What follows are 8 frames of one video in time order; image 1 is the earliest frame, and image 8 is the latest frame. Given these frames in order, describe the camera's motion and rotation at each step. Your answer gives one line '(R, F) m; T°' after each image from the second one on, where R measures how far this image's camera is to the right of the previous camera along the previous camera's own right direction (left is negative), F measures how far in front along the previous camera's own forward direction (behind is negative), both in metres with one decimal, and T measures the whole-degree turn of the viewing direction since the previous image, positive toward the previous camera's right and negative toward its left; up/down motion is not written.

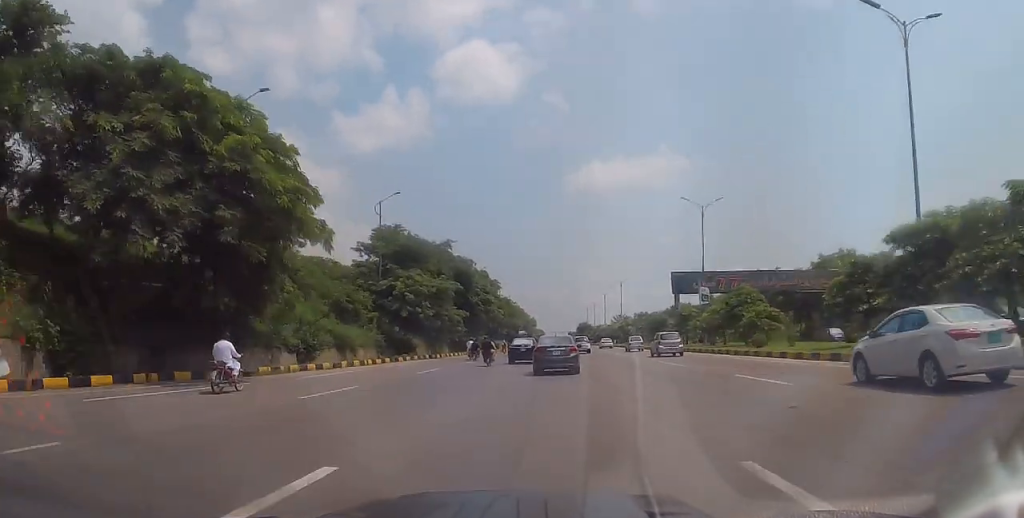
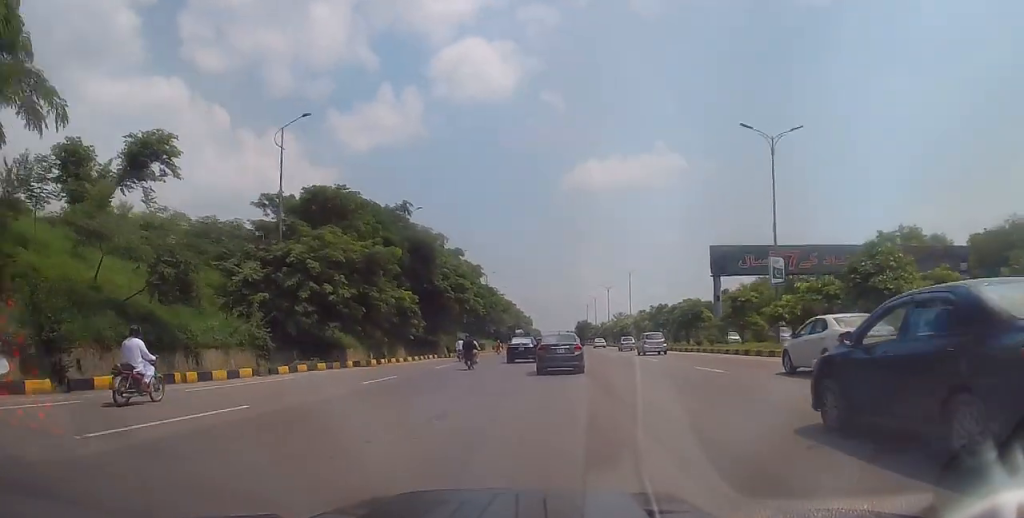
(-0.1, +19.6) m; +1°
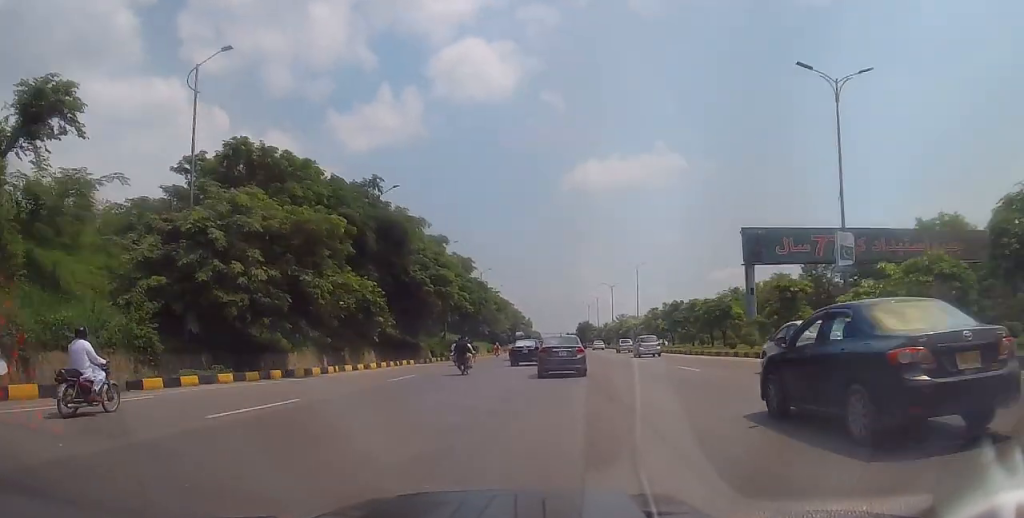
(+0.1, +9.2) m; +1°
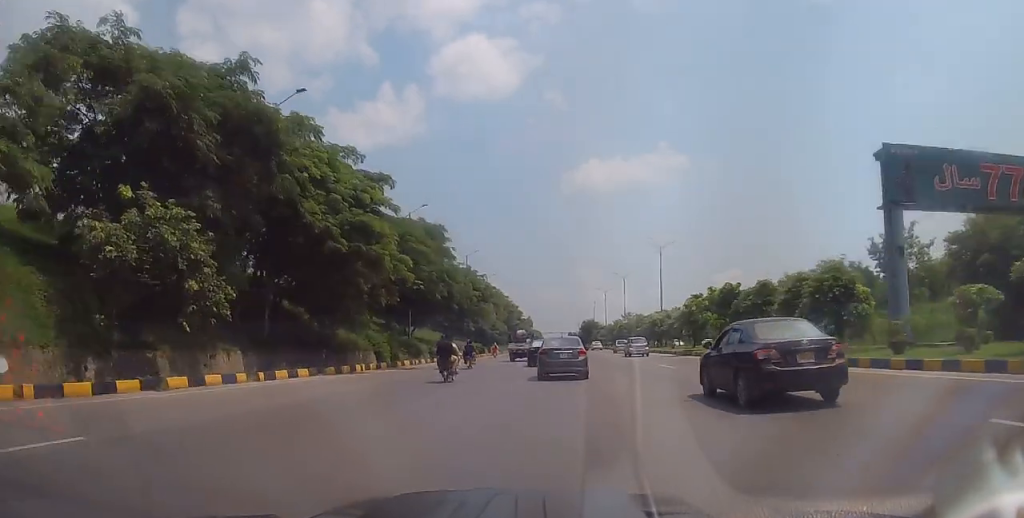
(+0.2, +19.9) m; -1°
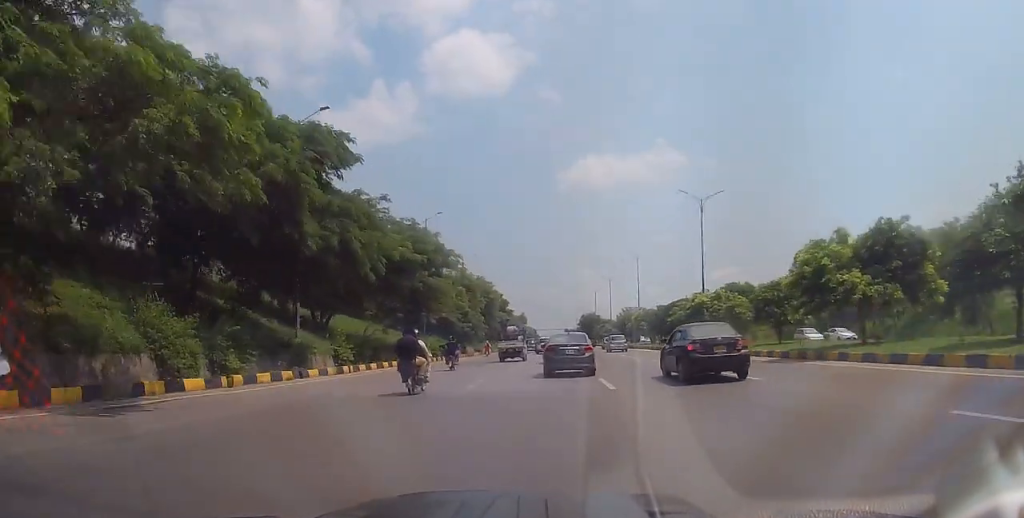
(-0.4, +24.5) m; 0°
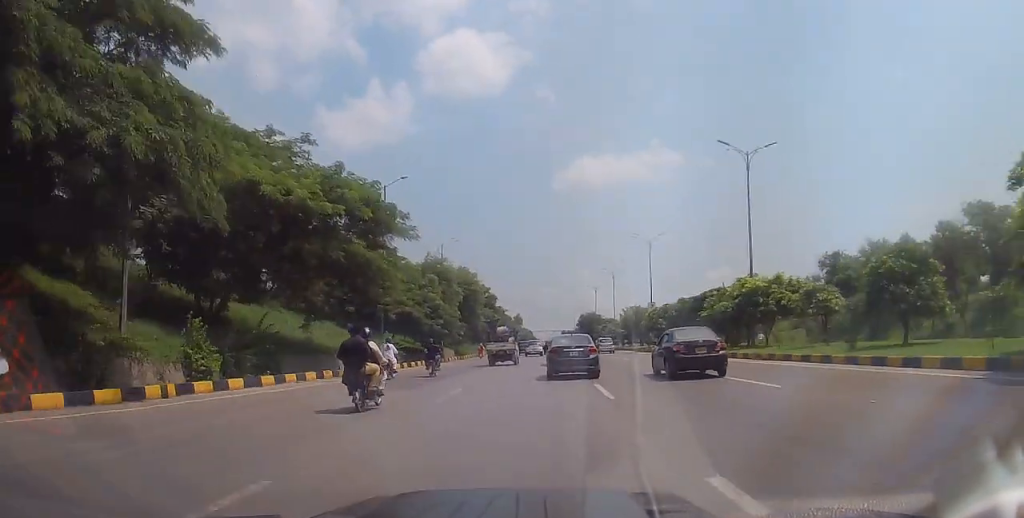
(+0.2, +14.3) m; 0°
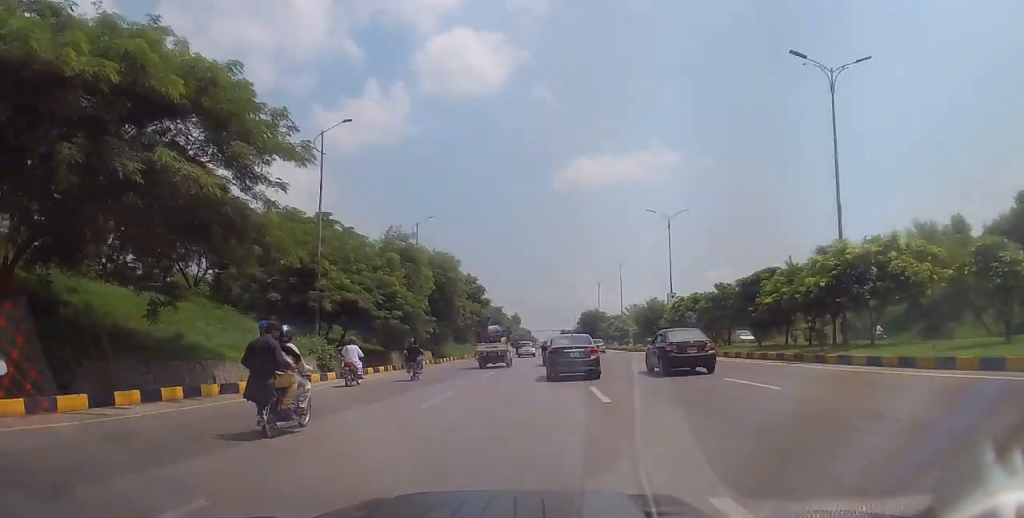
(-0.1, +13.2) m; 0°
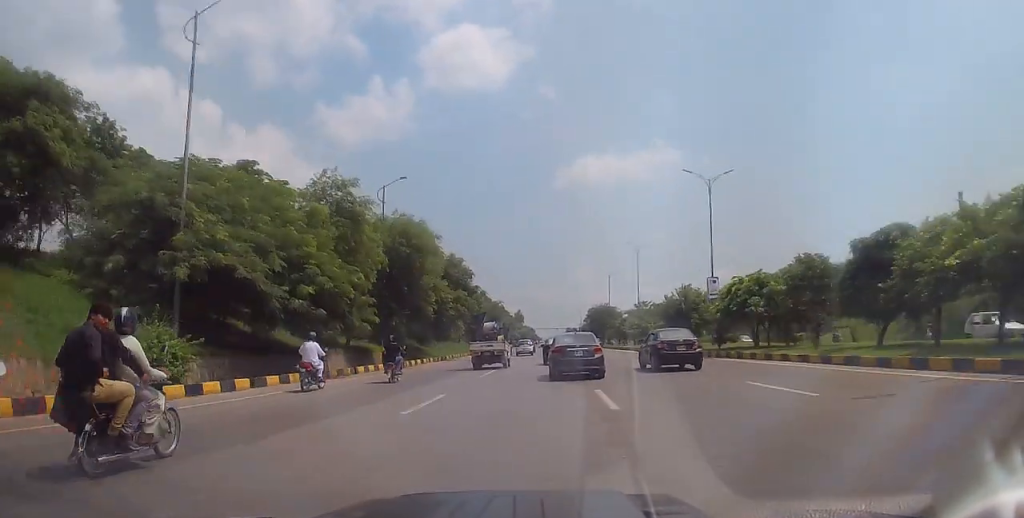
(+0.1, +14.2) m; +1°
